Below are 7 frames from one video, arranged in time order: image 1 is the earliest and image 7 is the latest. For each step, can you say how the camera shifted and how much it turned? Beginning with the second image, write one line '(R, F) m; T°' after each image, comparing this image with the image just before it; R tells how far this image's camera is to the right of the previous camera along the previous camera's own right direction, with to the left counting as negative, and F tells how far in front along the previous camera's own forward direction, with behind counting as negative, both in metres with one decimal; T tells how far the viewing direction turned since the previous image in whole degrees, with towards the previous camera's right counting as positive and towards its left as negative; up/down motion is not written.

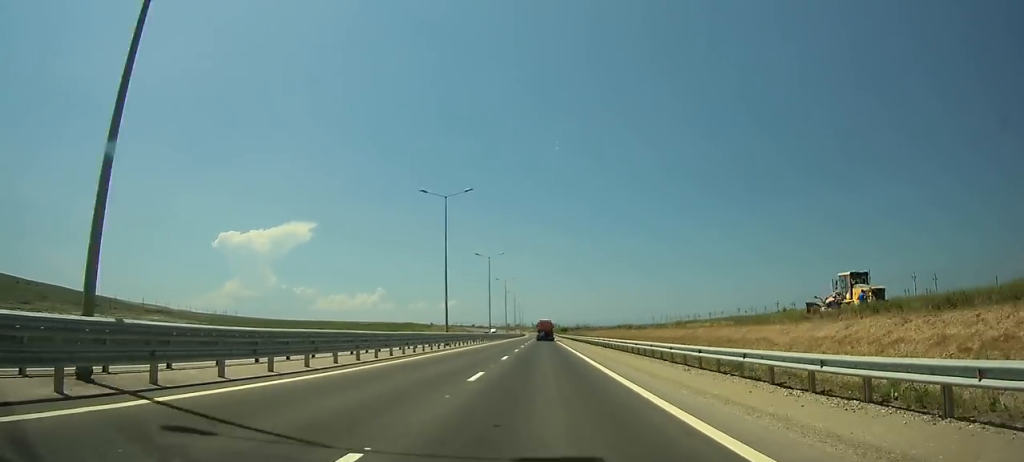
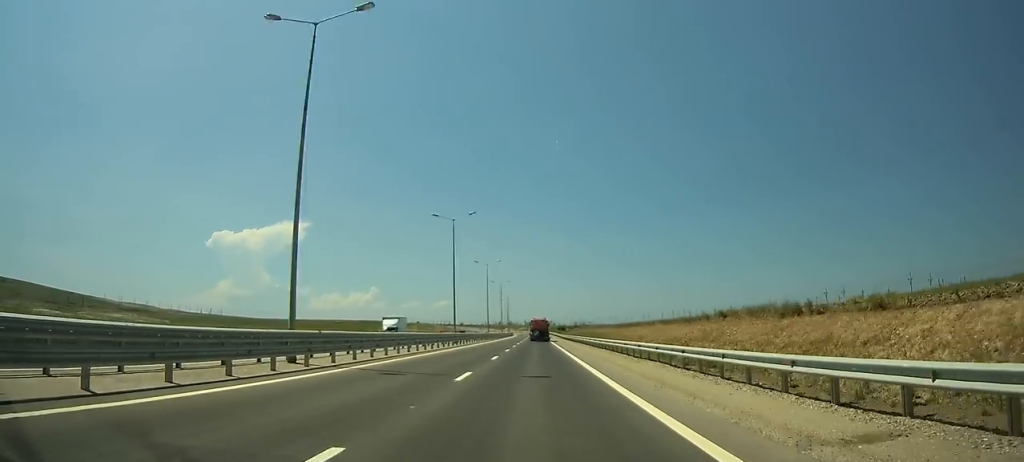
(+0.2, +71.6) m; 0°
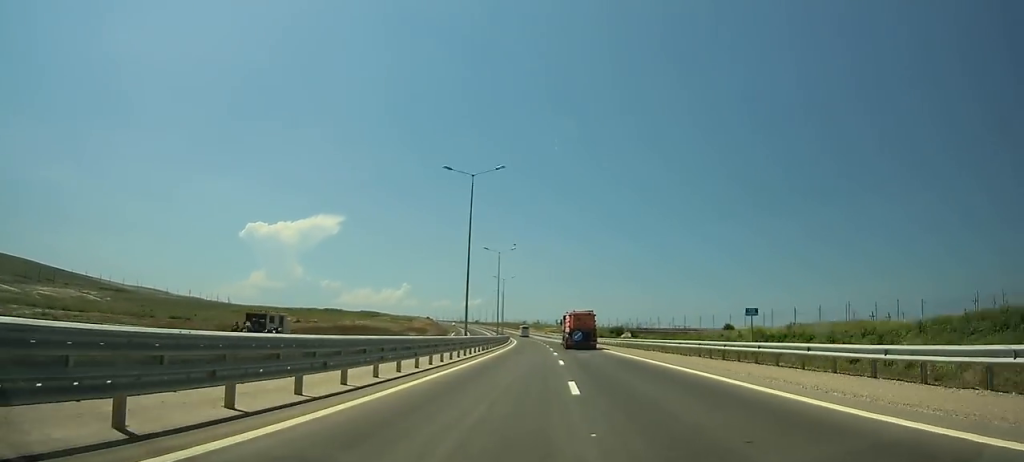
(-4.8, +183.9) m; -6°
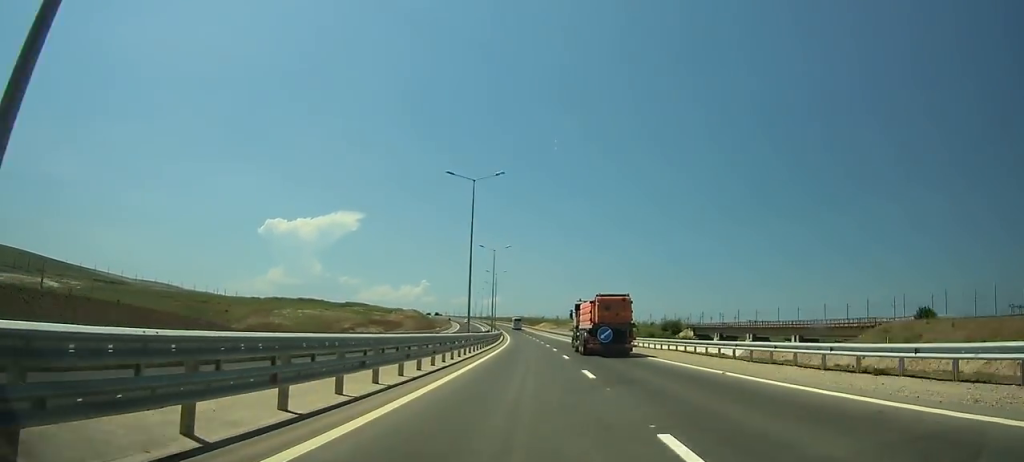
(-4.0, +79.4) m; -3°
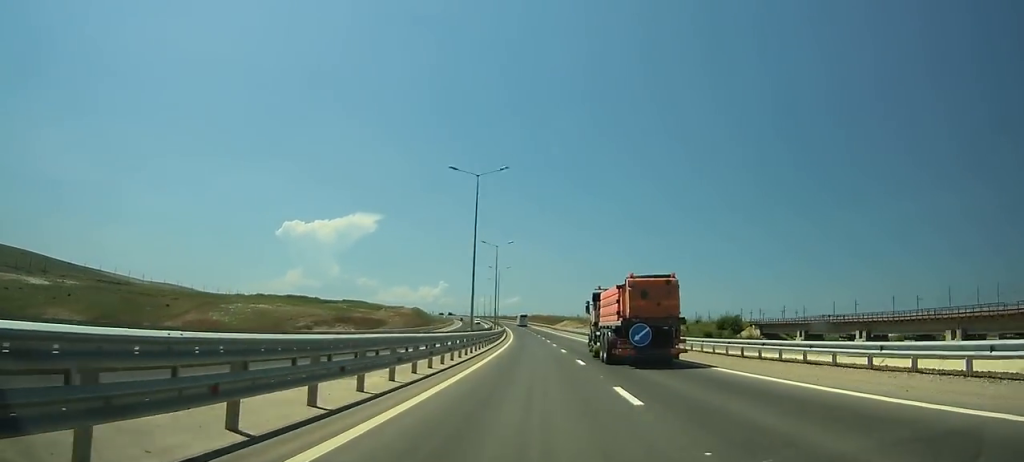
(-0.1, +41.8) m; 0°
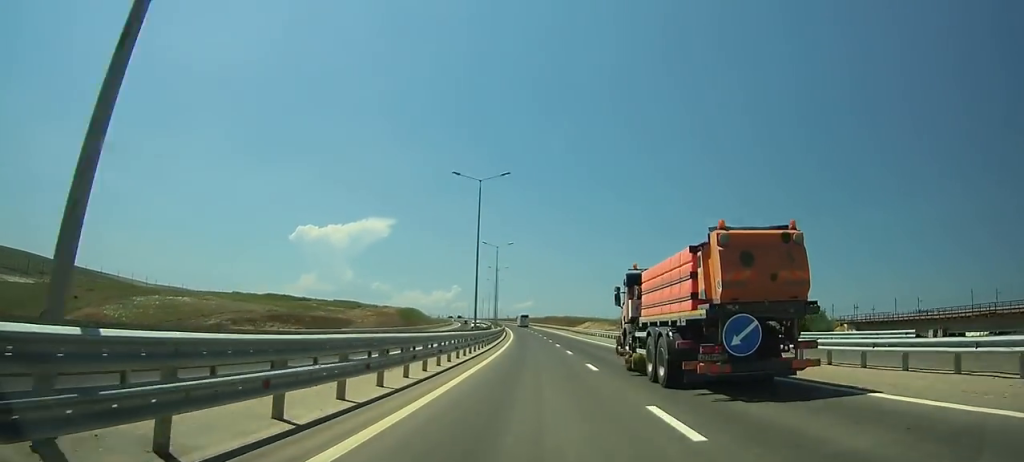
(0.0, +38.9) m; 0°
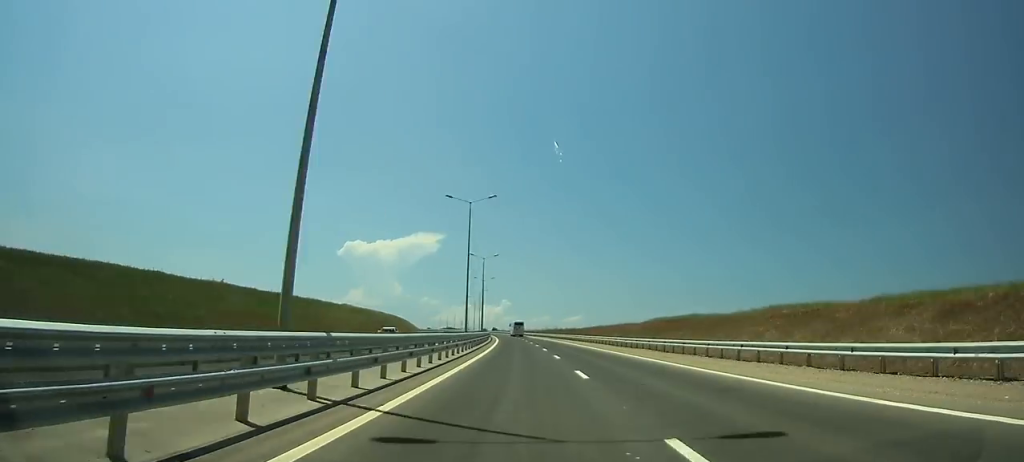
(-0.1, +155.8) m; -2°
